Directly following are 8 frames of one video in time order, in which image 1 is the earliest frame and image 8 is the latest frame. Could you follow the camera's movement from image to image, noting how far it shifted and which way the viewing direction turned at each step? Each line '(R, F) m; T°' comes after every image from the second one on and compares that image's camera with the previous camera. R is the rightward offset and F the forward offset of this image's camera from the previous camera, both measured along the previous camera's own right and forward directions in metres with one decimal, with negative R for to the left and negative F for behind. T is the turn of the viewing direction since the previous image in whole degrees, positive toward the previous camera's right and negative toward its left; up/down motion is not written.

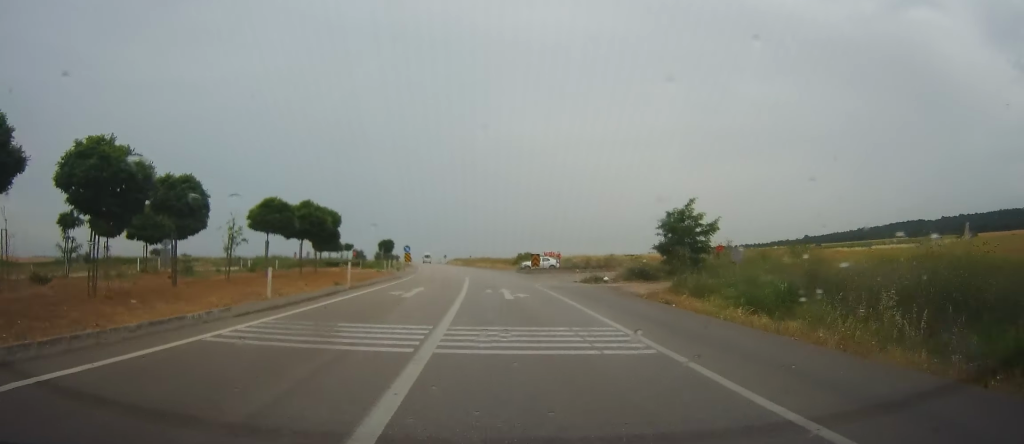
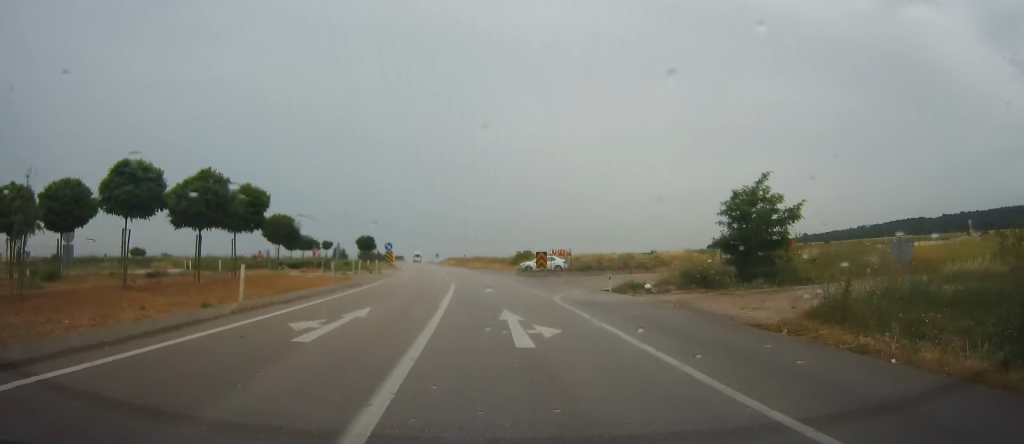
(0.0, +12.6) m; 0°
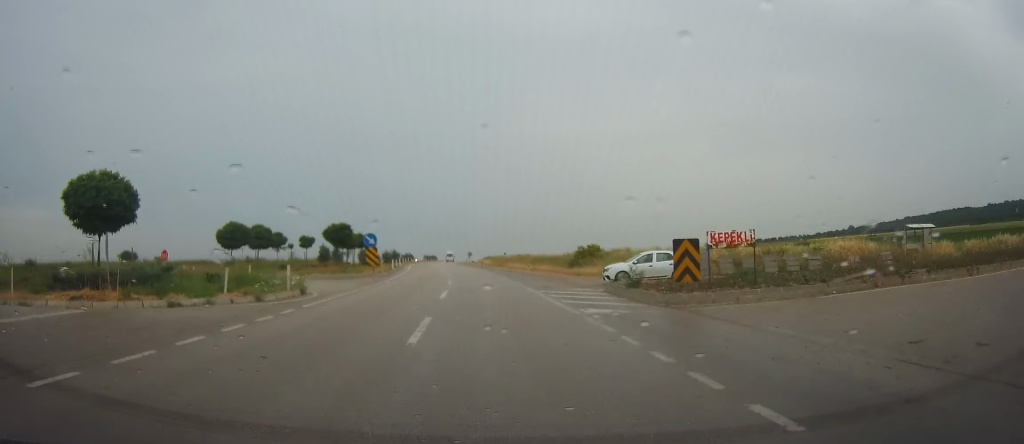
(+0.4, +31.0) m; 0°
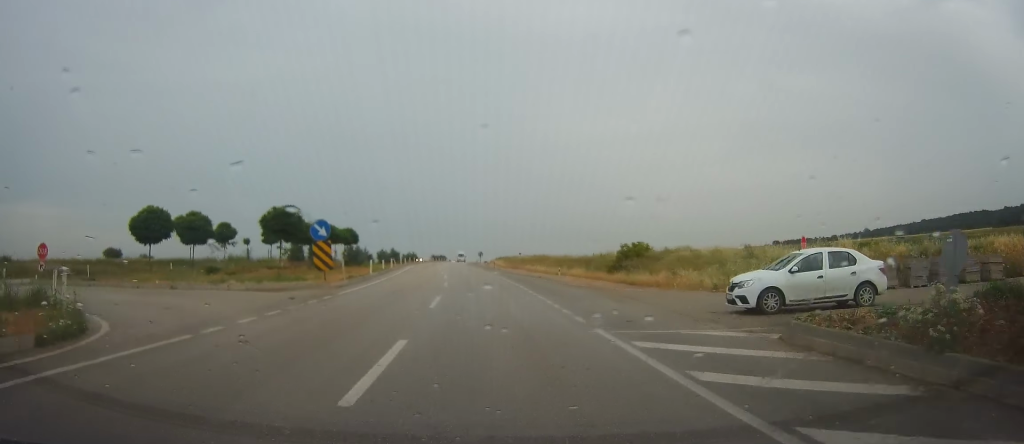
(-0.1, +15.8) m; -1°
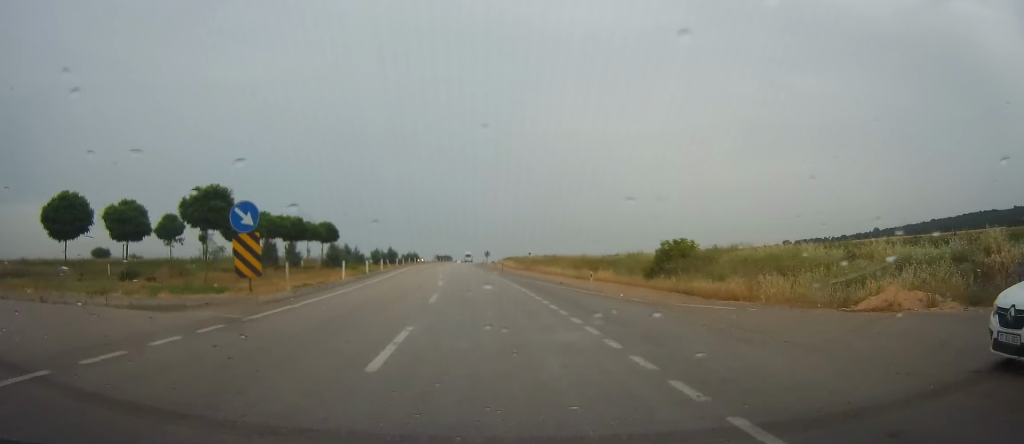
(-0.2, +10.3) m; -1°
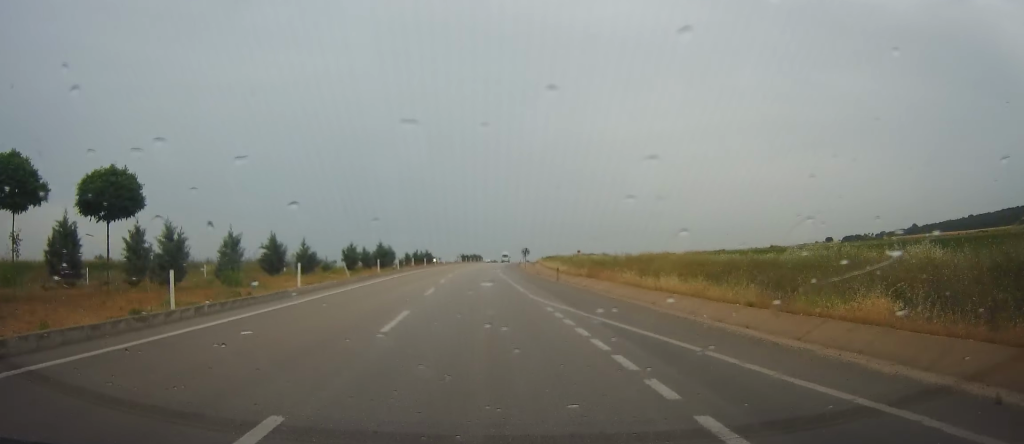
(-0.4, +29.5) m; -2°
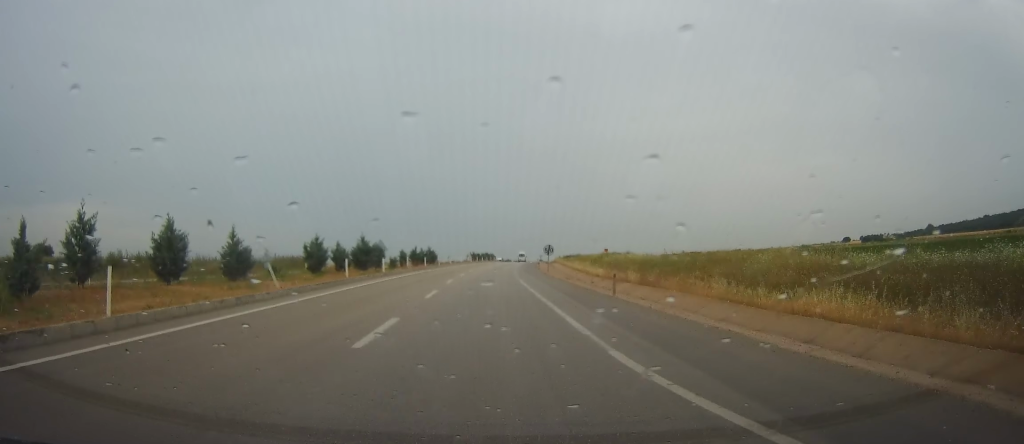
(-0.3, +14.1) m; 0°
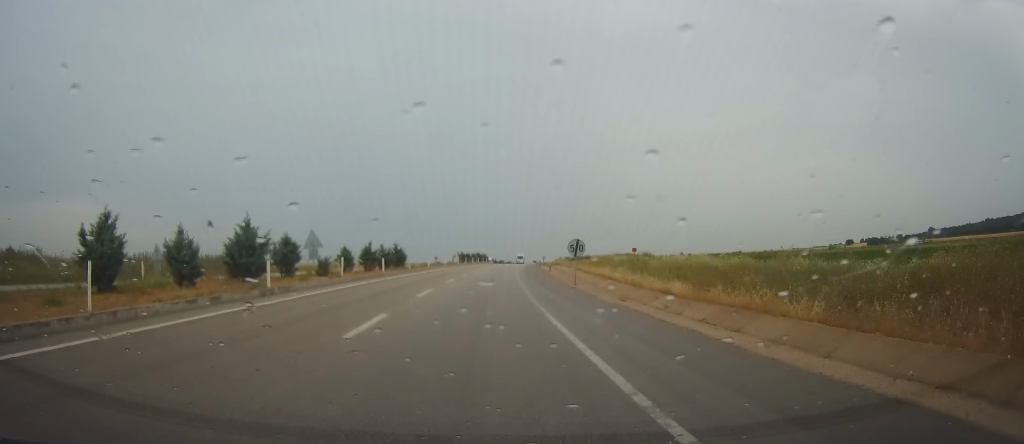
(+0.2, +21.5) m; 0°
